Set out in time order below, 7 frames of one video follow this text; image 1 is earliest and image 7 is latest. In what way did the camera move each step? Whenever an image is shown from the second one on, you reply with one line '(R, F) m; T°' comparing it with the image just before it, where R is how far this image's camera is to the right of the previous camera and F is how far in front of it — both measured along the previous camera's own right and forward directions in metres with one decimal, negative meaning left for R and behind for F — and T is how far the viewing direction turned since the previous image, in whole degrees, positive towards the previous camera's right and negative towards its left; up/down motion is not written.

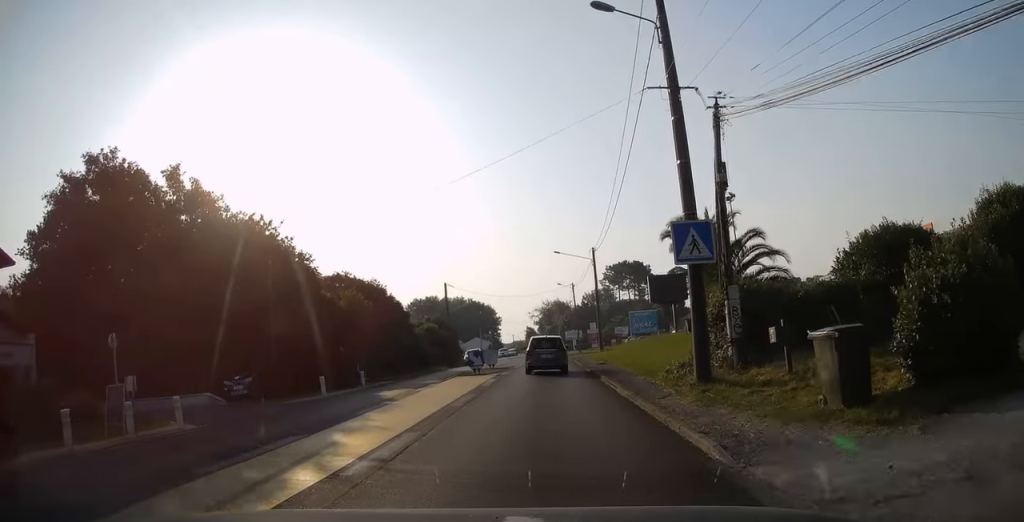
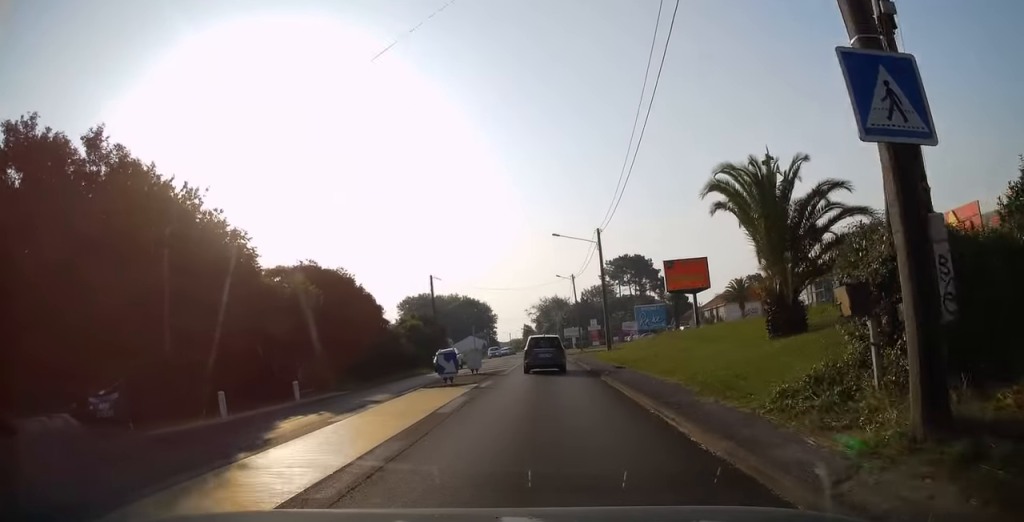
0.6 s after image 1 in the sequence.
(0.0, +7.8) m; 0°
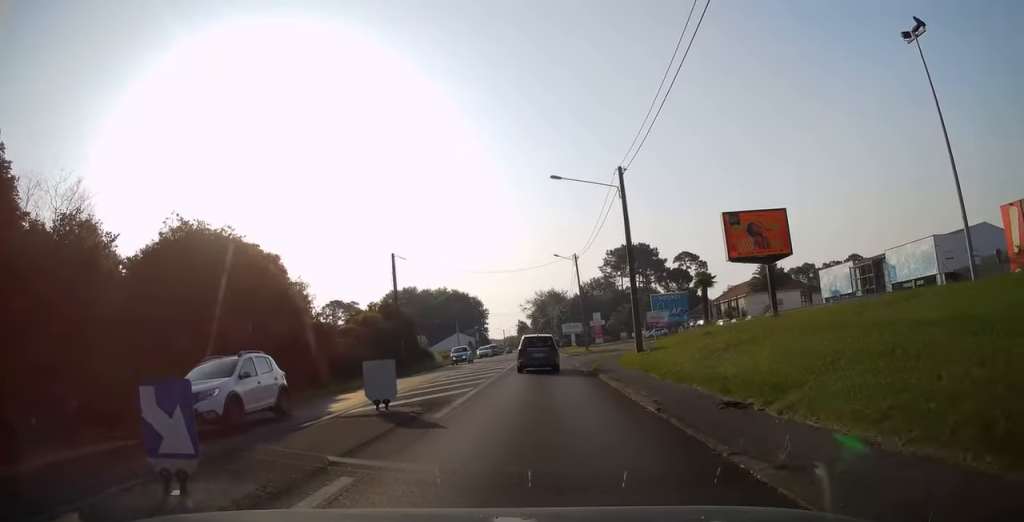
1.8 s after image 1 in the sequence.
(0.0, +15.5) m; 0°
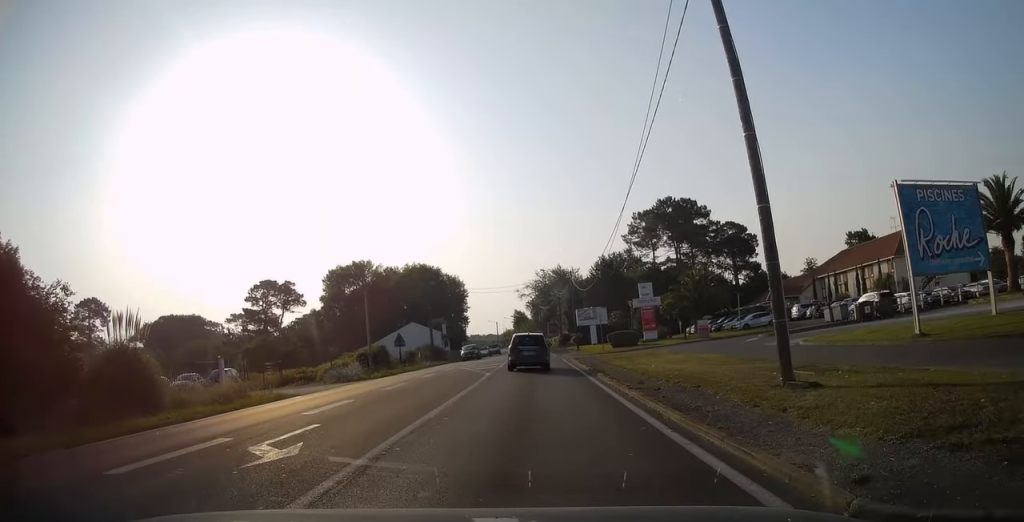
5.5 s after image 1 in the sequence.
(-0.1, +48.7) m; 0°
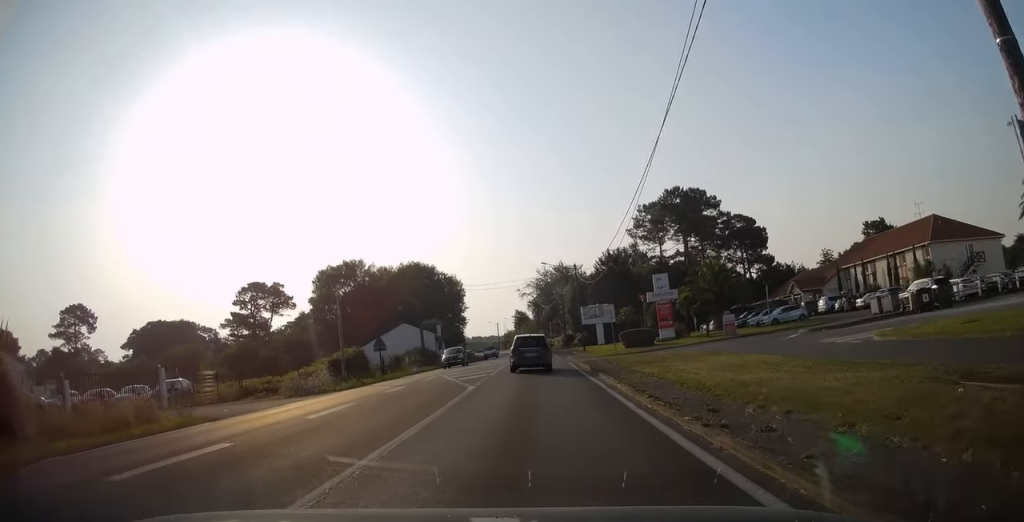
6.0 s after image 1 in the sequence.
(0.0, +6.7) m; 0°
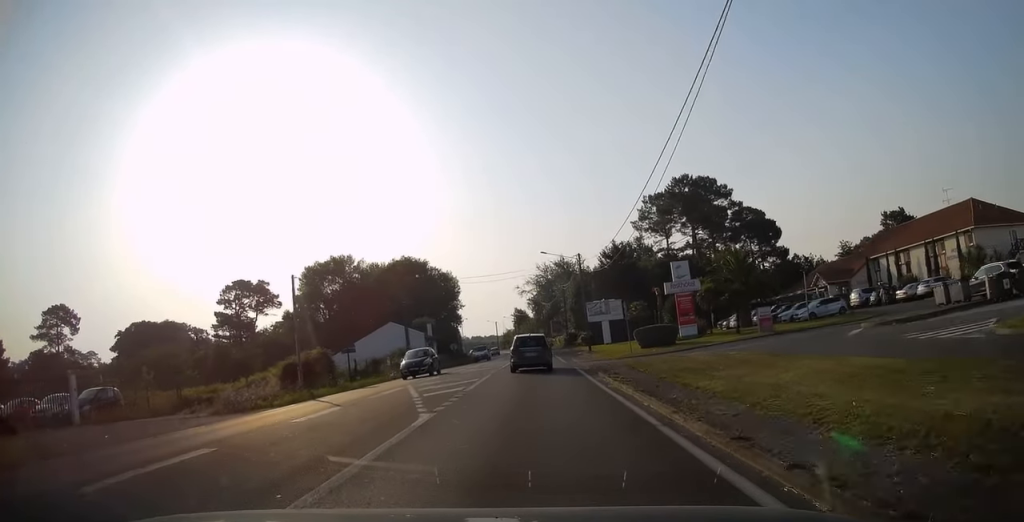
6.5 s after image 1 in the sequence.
(0.0, +7.2) m; 0°
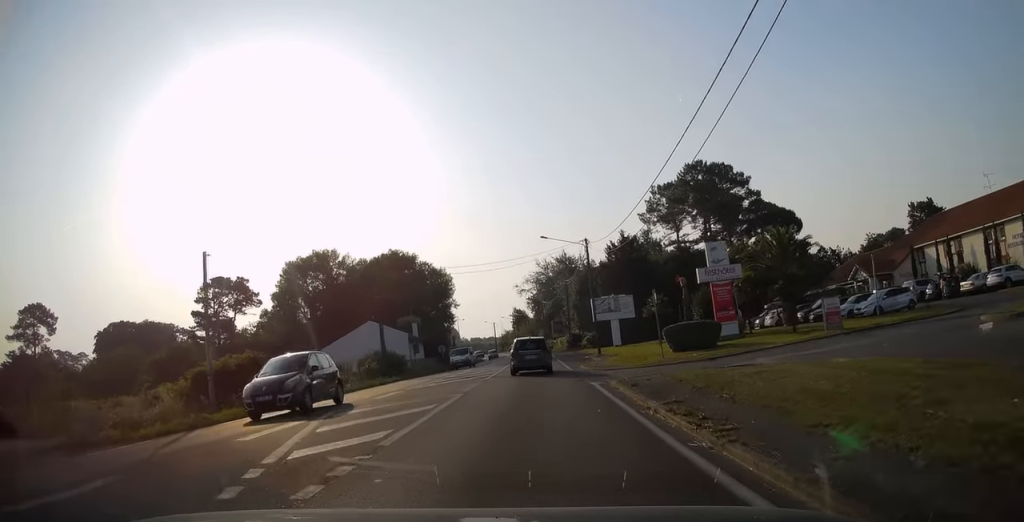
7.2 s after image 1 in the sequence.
(0.0, +9.0) m; 0°
